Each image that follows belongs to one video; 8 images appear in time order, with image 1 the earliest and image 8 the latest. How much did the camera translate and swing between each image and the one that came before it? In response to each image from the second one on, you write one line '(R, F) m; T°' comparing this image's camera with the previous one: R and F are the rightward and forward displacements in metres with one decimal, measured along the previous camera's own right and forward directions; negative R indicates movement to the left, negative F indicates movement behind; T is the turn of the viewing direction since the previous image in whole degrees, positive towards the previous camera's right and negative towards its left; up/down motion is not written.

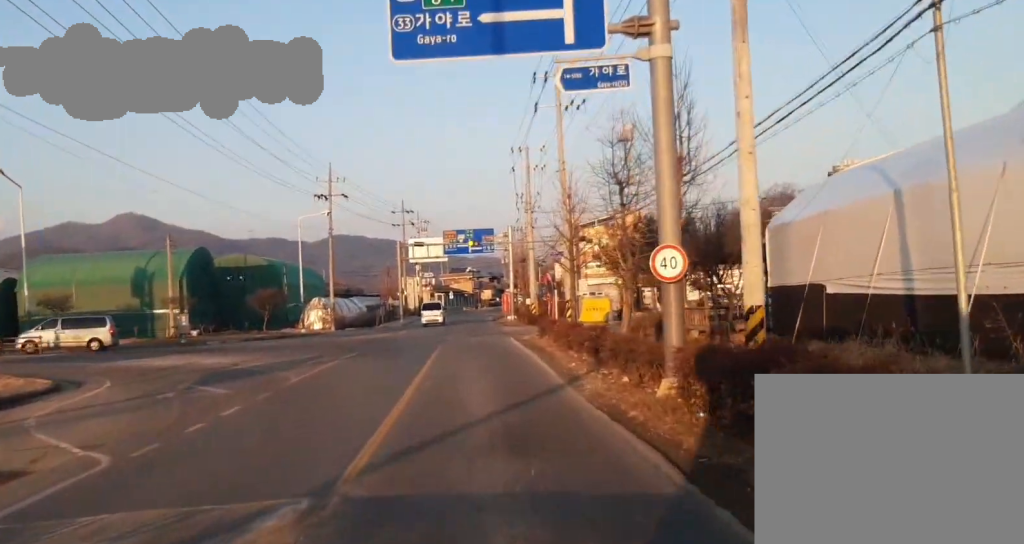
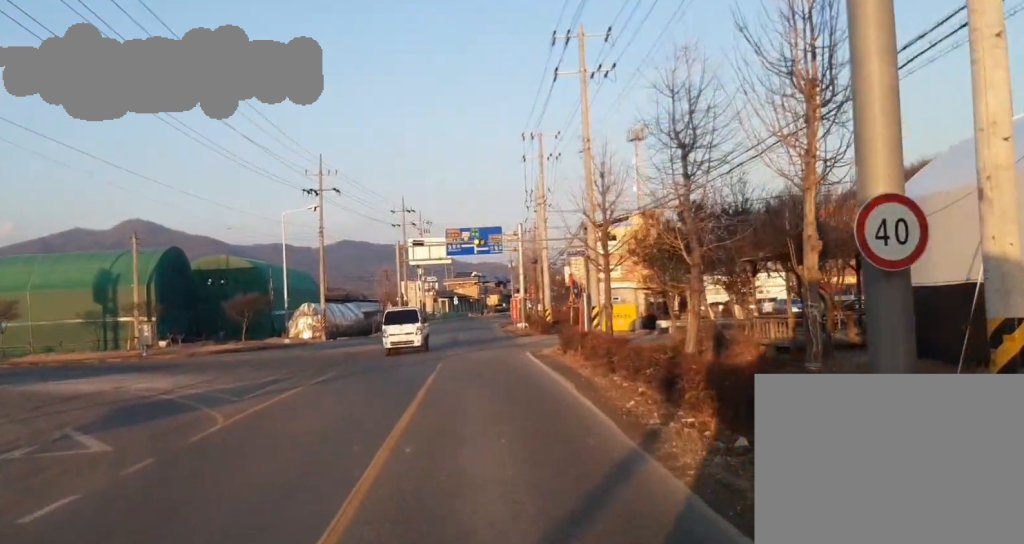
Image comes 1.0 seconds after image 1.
(-0.3, +12.4) m; -1°
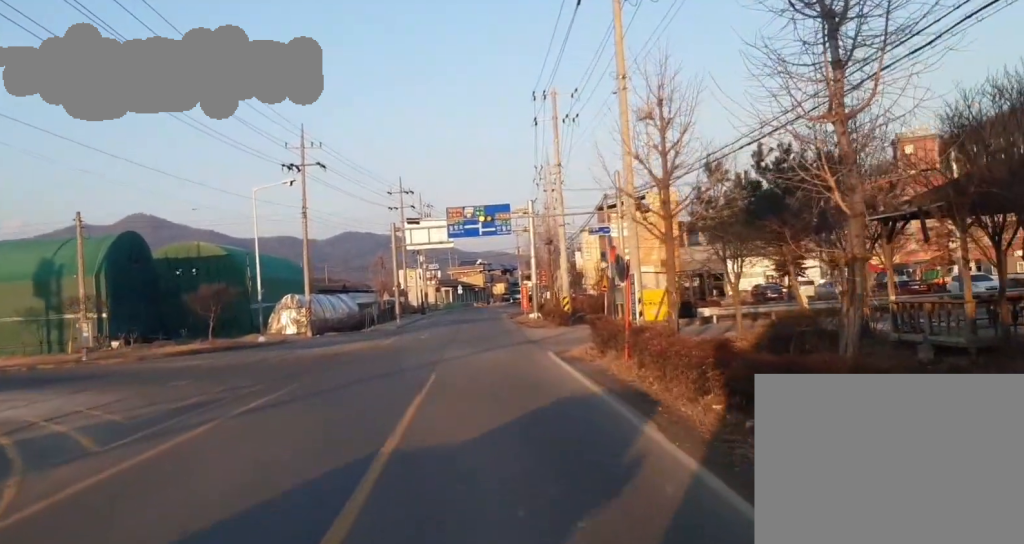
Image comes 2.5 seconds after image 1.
(-0.1, +12.0) m; +2°
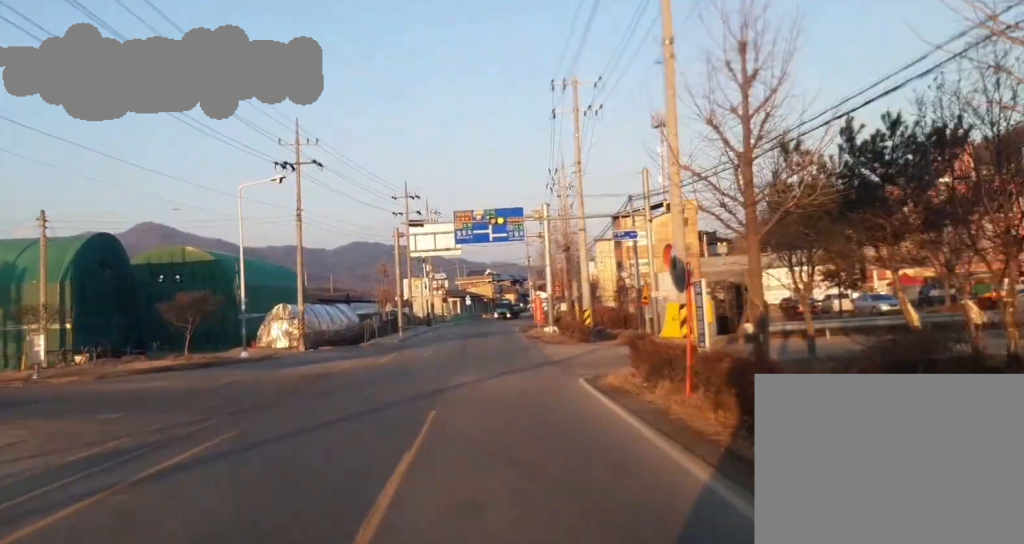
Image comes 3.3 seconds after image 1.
(+0.3, +3.5) m; +7°
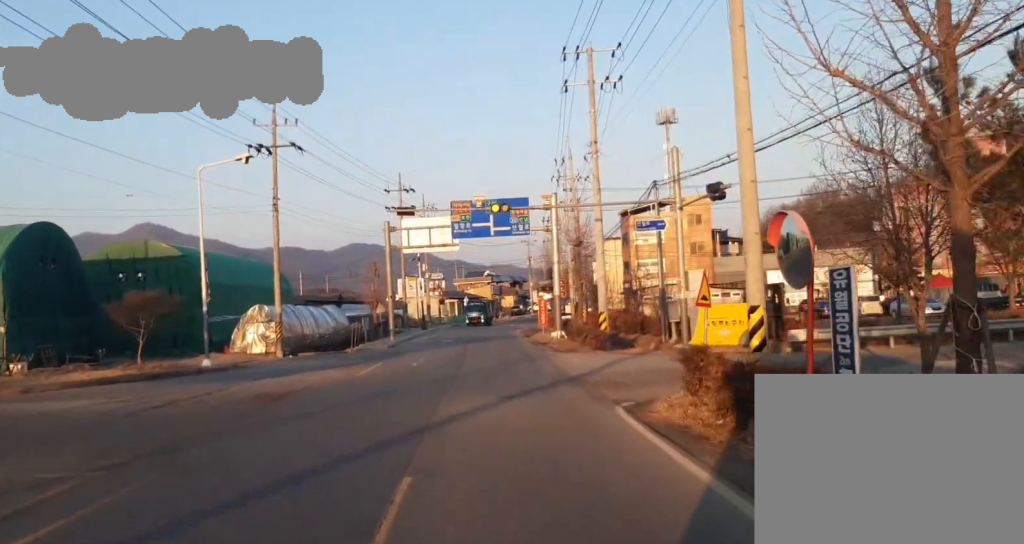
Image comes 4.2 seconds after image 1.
(+0.3, +3.9) m; 0°
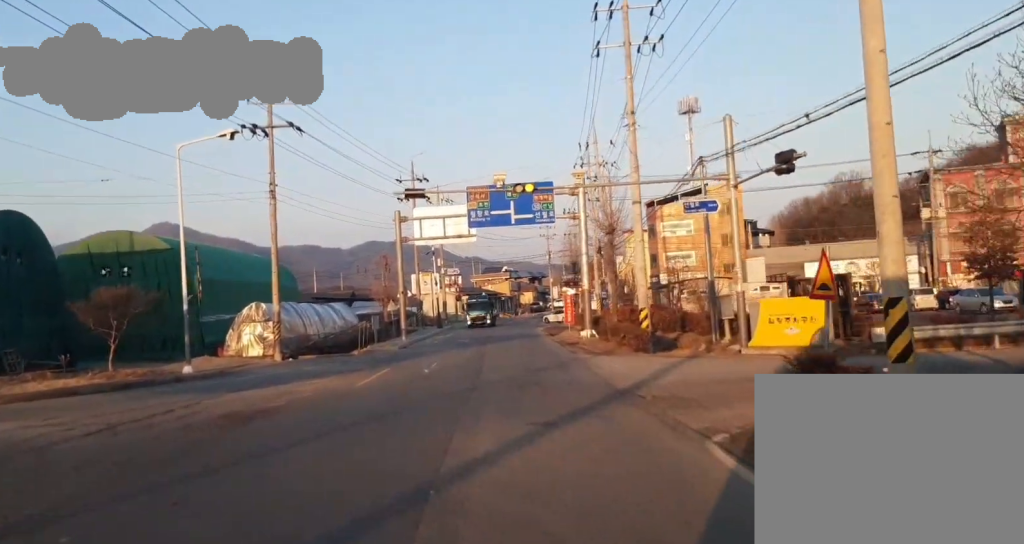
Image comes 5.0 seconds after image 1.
(-0.1, +3.6) m; -11°
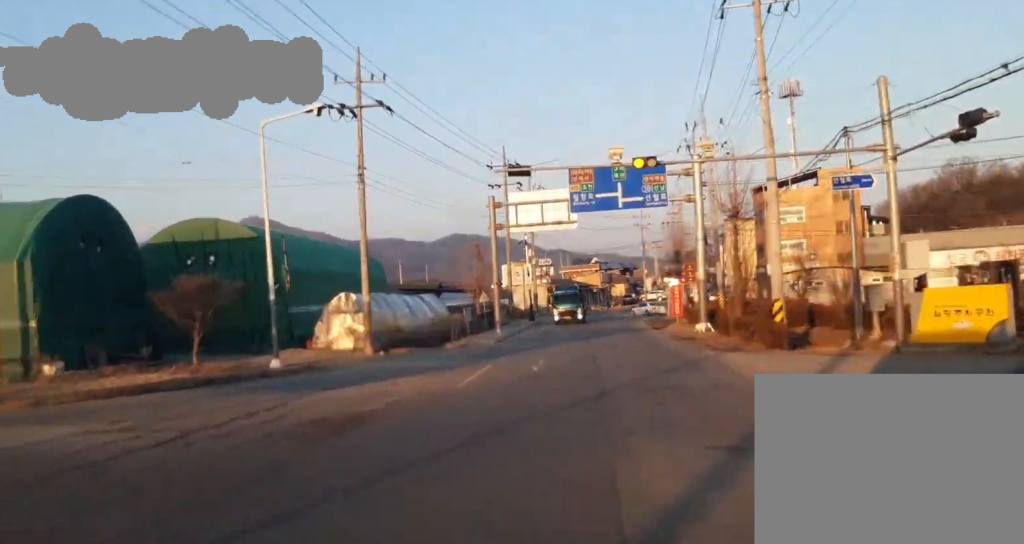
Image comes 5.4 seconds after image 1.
(0.0, +2.1) m; -9°
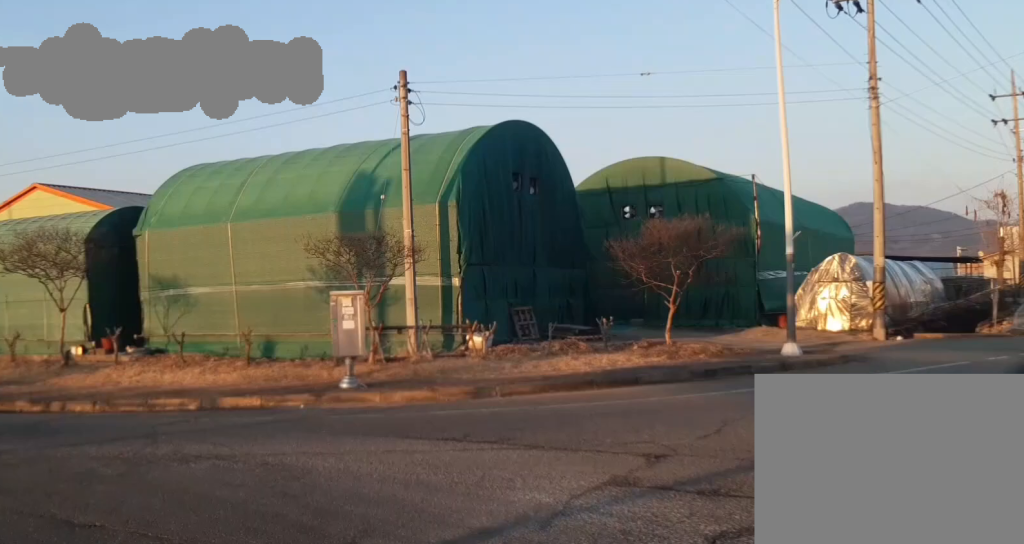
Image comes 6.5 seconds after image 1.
(-1.2, +6.4) m; -15°
